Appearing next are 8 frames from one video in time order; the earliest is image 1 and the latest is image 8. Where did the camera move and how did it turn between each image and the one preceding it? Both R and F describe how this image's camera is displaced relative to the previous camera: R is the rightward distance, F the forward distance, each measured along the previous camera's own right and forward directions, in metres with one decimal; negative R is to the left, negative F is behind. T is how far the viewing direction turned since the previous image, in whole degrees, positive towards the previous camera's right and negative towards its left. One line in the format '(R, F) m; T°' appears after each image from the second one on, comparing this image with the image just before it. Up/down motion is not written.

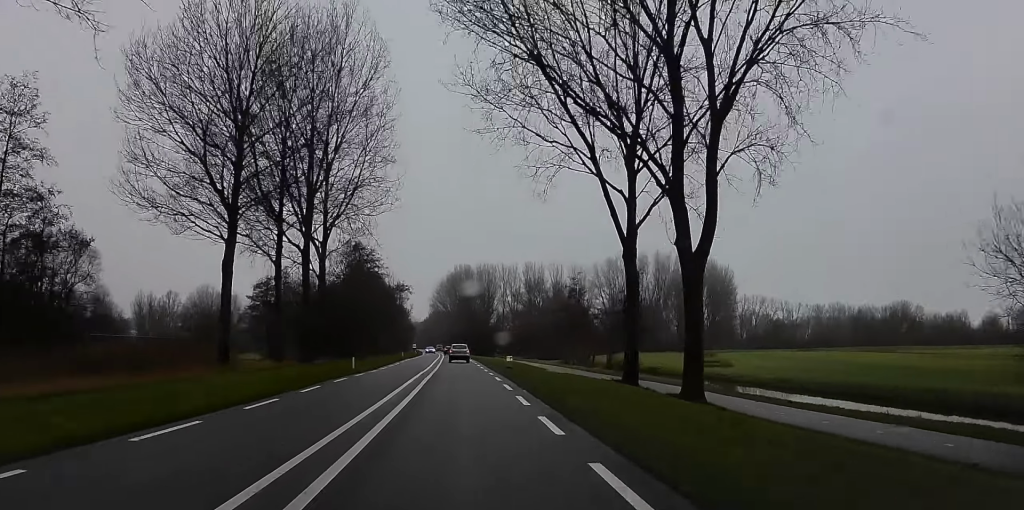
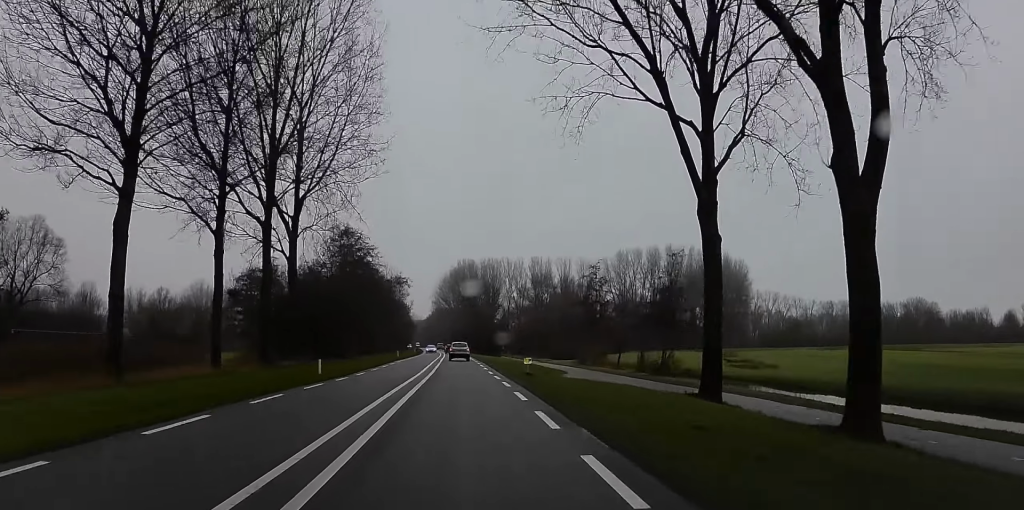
(-0.5, +11.3) m; -1°
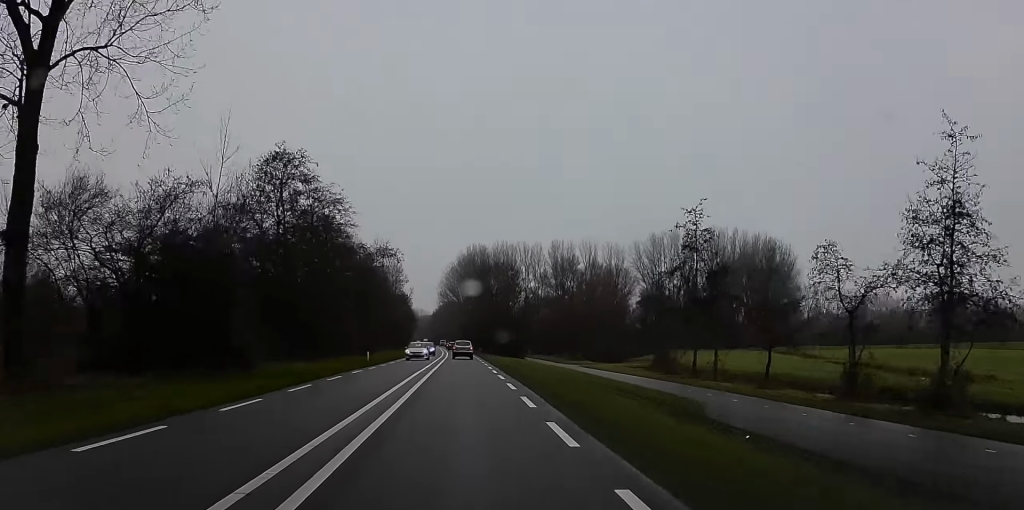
(+0.5, +32.5) m; +1°
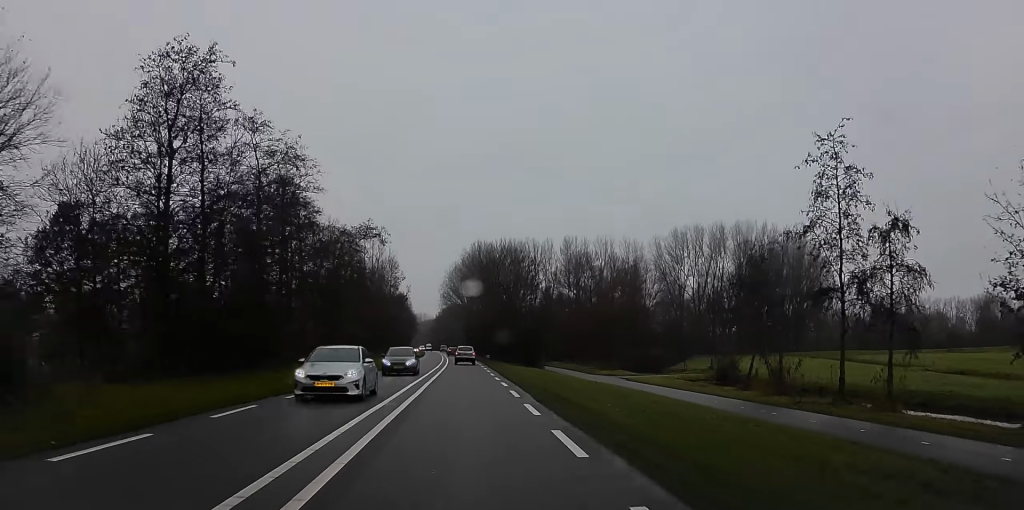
(0.0, +17.8) m; 0°
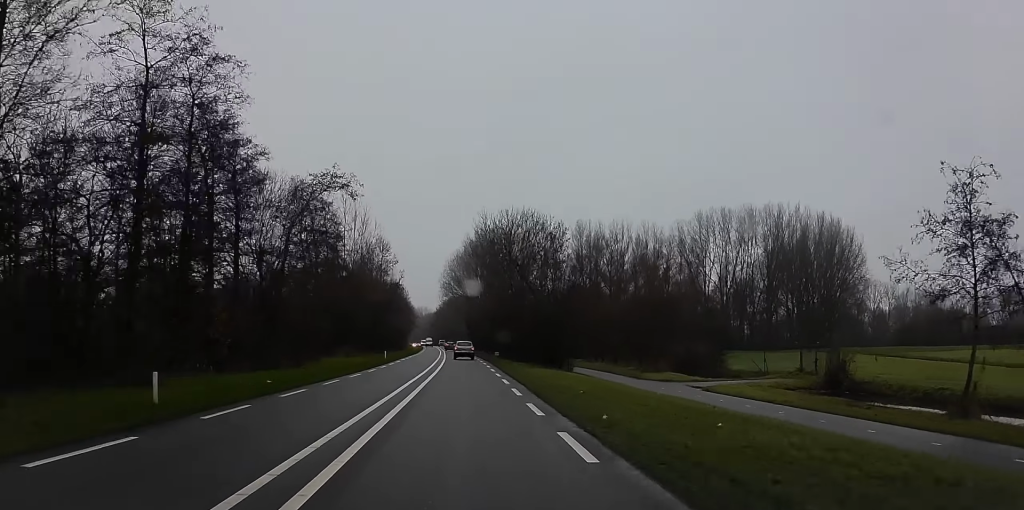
(0.0, +18.7) m; -1°
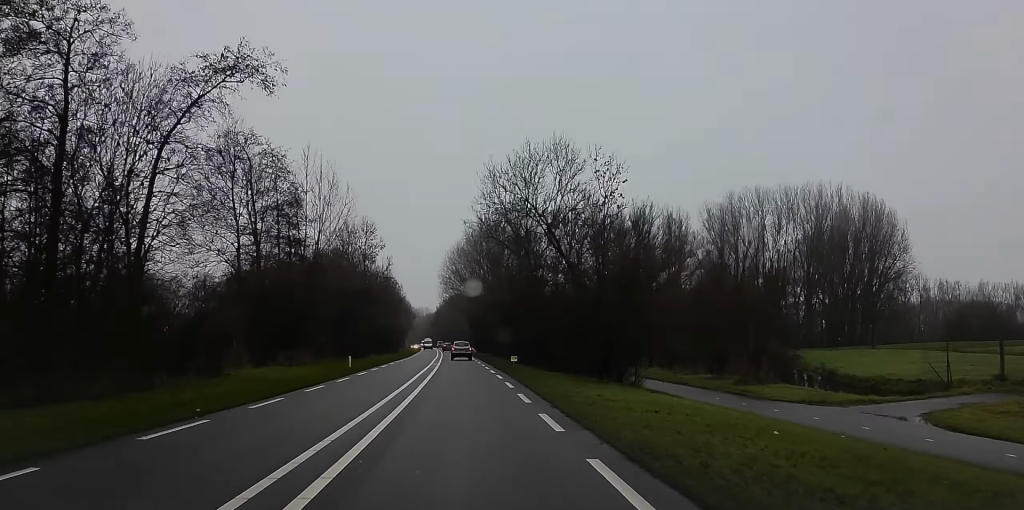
(-0.5, +20.5) m; -1°
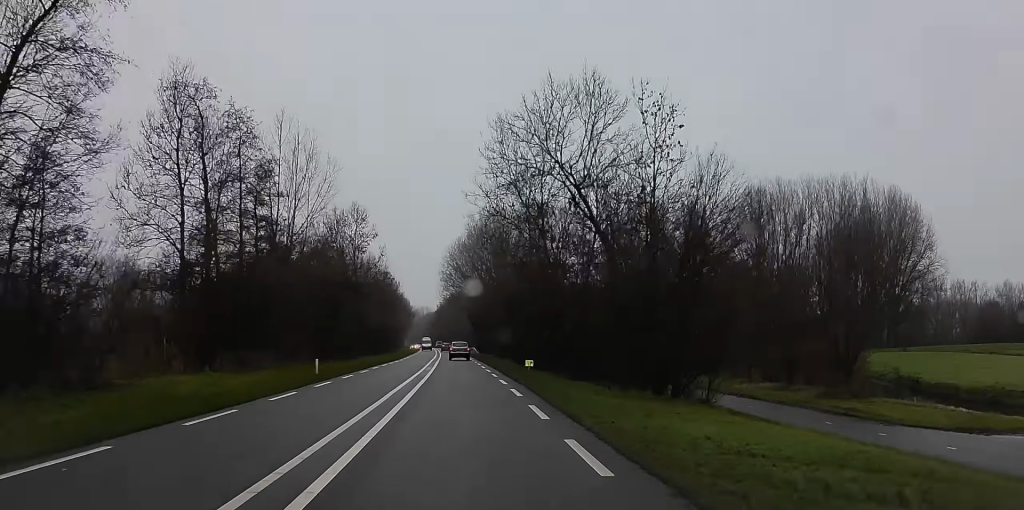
(0.0, +10.5) m; +1°
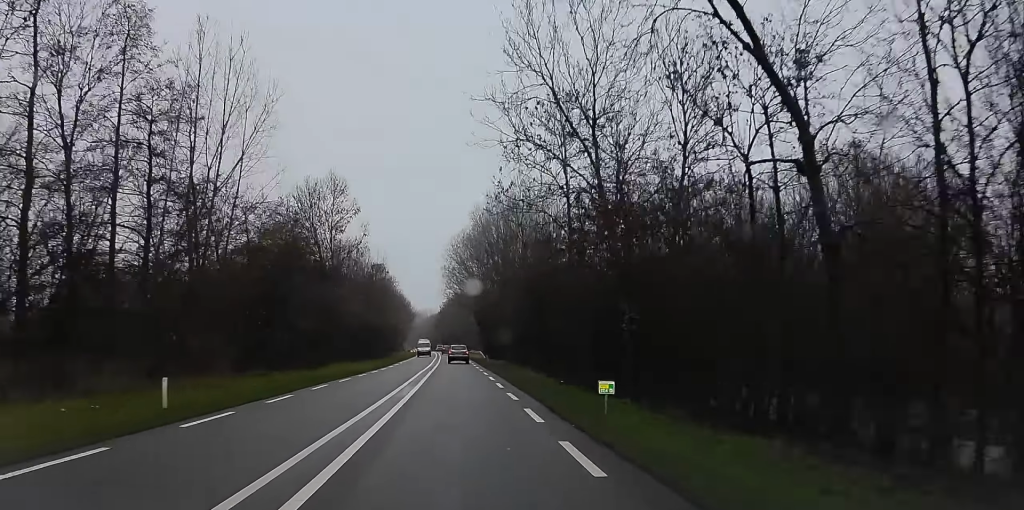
(+0.2, +18.5) m; +1°
